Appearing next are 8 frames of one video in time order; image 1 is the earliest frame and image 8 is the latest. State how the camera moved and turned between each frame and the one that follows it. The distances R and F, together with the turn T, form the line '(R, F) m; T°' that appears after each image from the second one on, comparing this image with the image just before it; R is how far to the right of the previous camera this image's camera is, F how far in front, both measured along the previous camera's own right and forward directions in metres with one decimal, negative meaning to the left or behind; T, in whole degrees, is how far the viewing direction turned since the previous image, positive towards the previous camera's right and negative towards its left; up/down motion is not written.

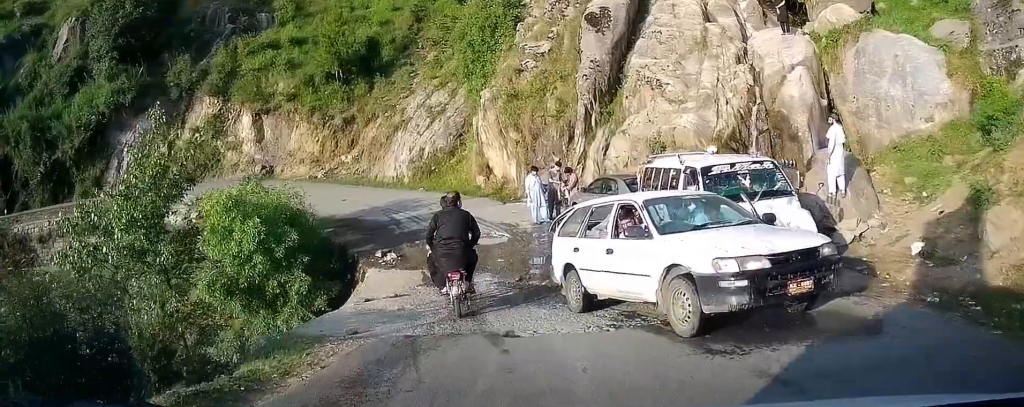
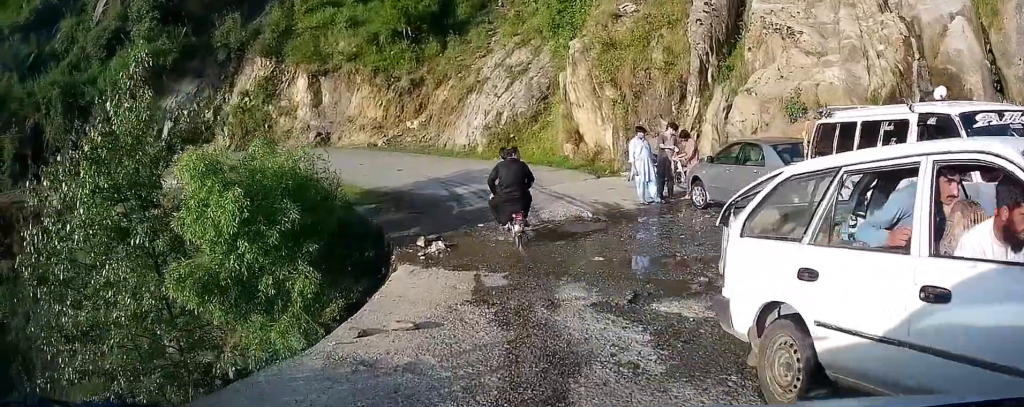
(-0.1, +4.5) m; -1°
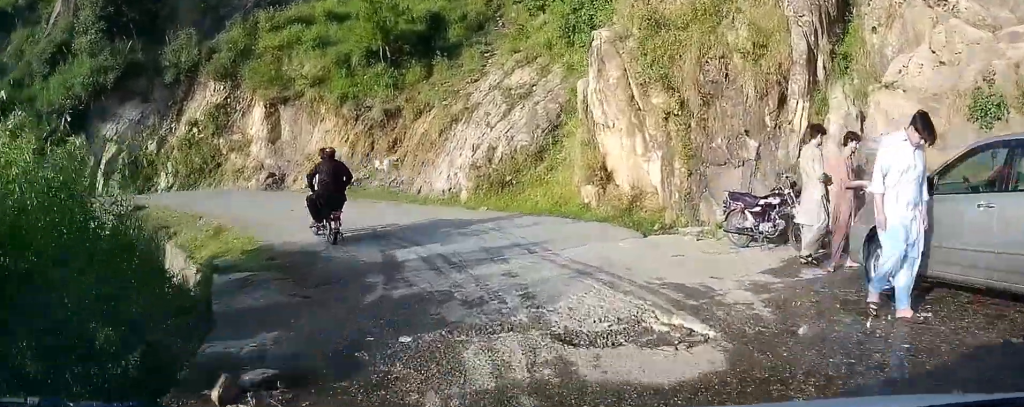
(+0.1, +8.1) m; -8°
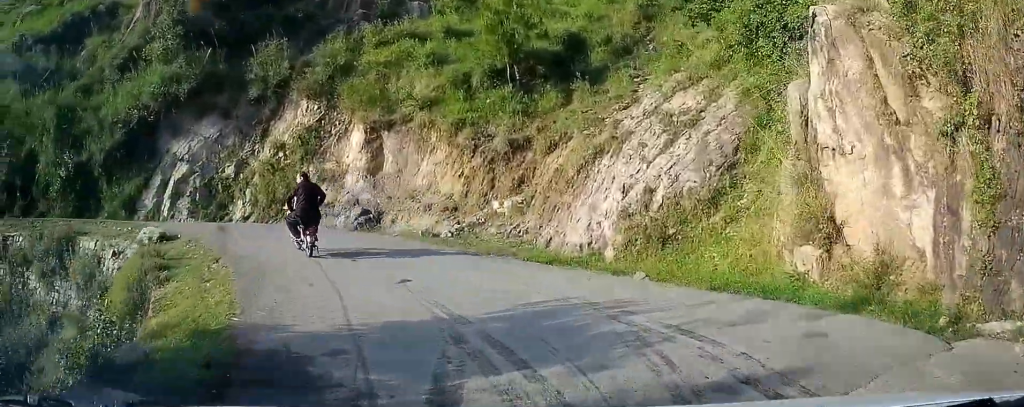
(-0.9, +5.5) m; -15°
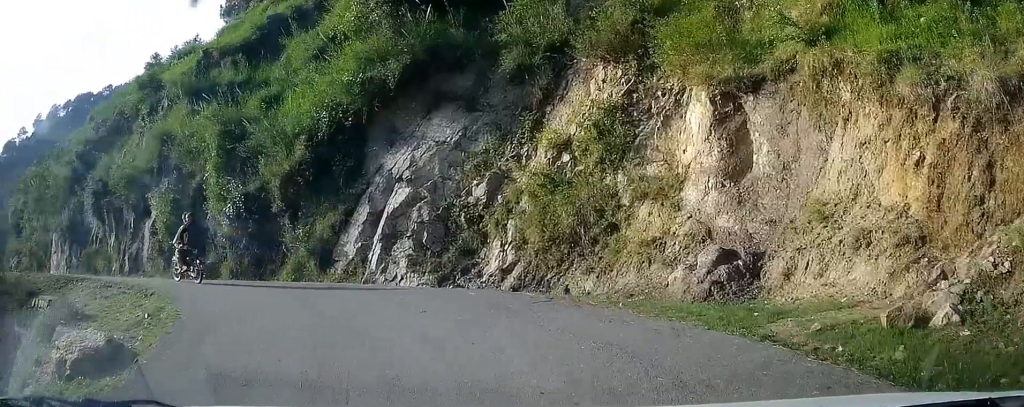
(-2.6, +11.4) m; -30°
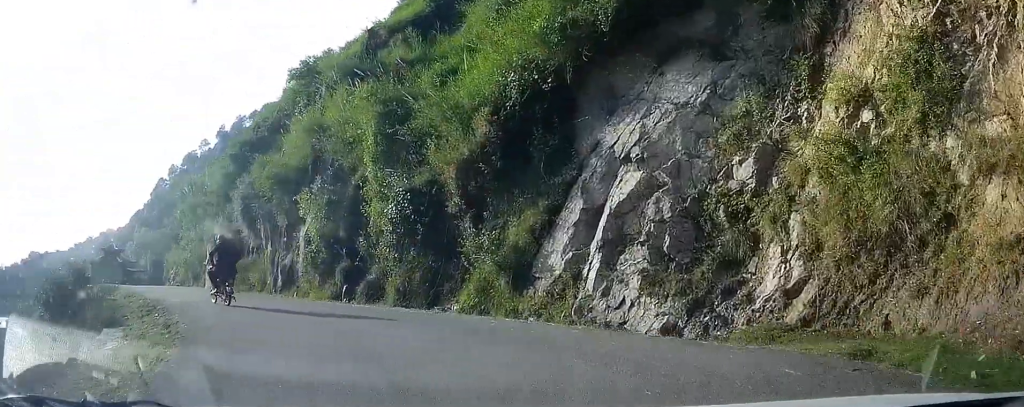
(-0.2, +4.2) m; -11°
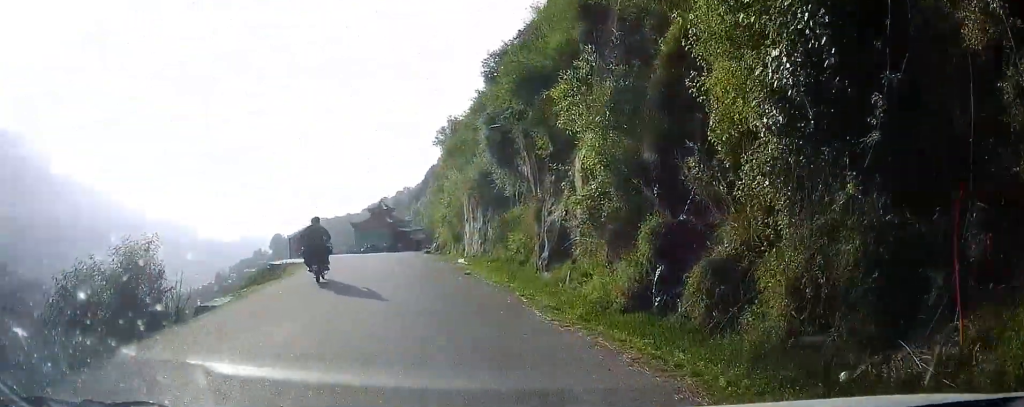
(-2.3, +10.4) m; -26°
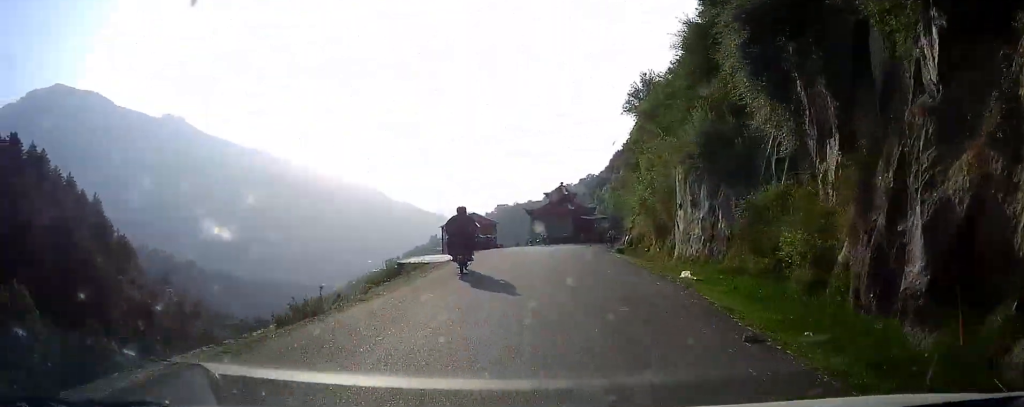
(-1.4, +8.6) m; -24°
